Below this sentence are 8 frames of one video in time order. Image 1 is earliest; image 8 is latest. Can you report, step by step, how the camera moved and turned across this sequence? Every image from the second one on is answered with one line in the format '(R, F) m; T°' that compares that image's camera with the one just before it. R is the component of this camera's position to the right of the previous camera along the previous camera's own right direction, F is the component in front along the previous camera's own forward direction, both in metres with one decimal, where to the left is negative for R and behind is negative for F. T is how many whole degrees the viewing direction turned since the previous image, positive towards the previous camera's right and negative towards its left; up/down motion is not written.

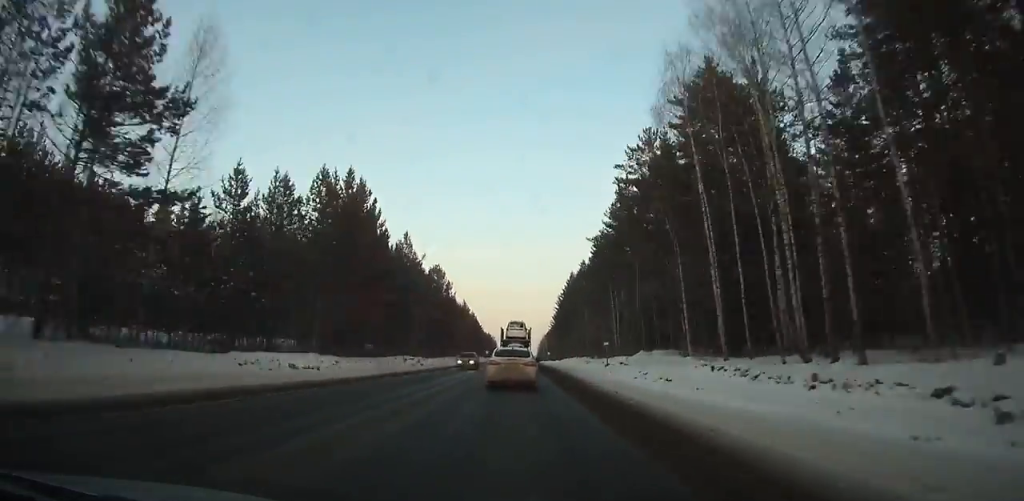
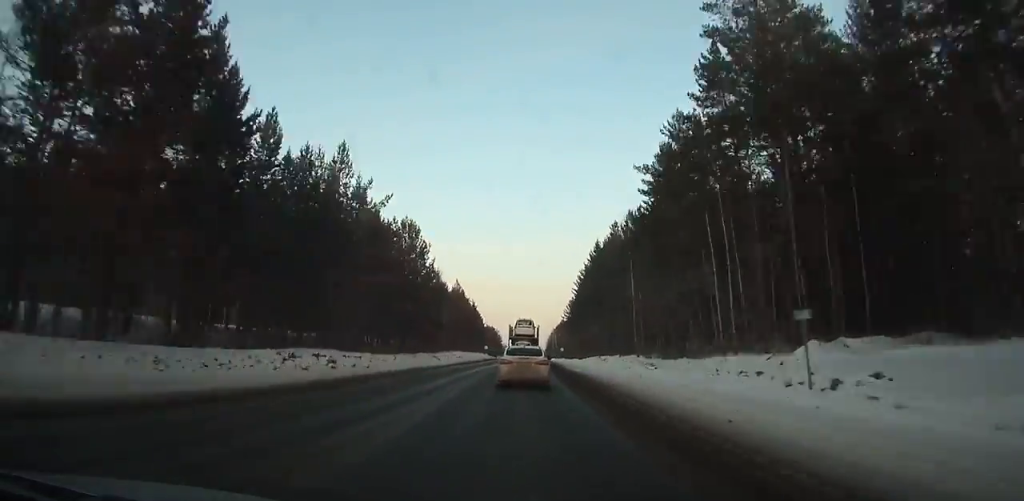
(0.0, +32.5) m; 0°
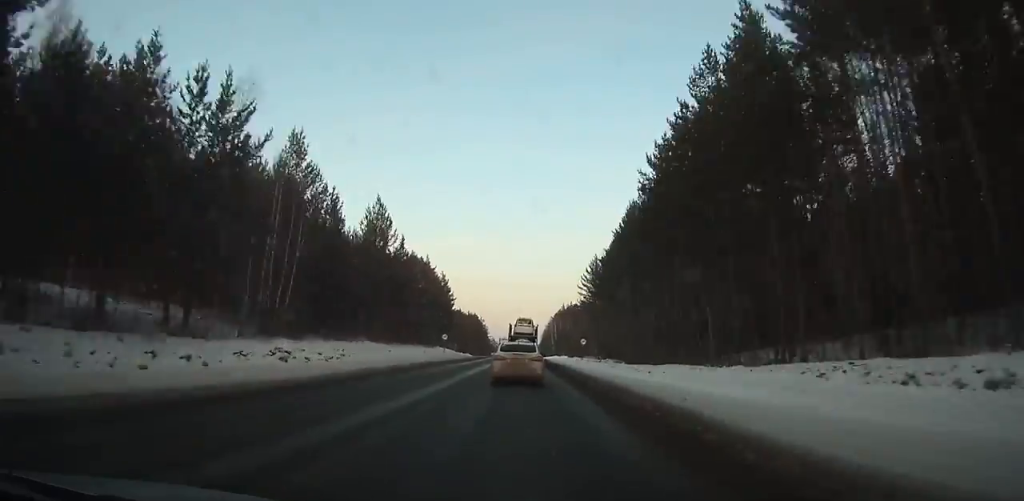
(+0.1, +63.9) m; 0°
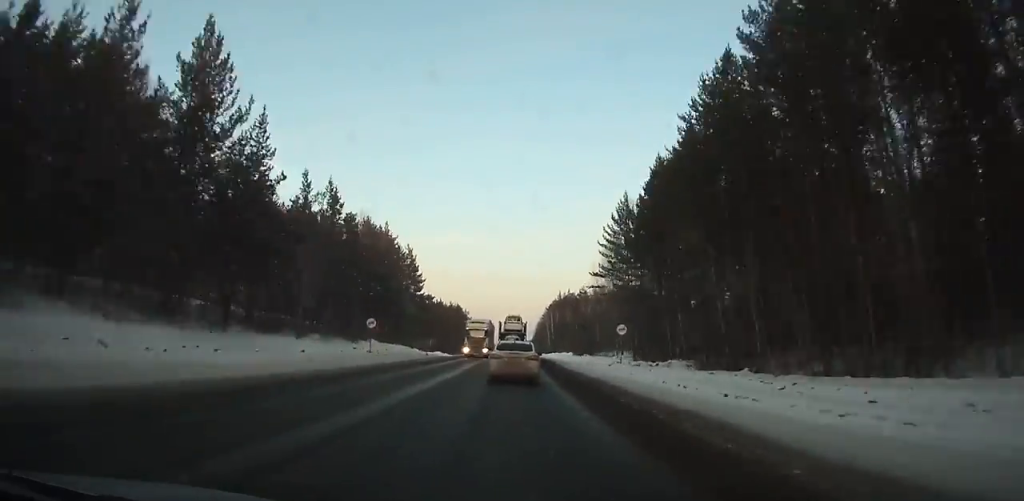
(0.0, +34.9) m; 0°
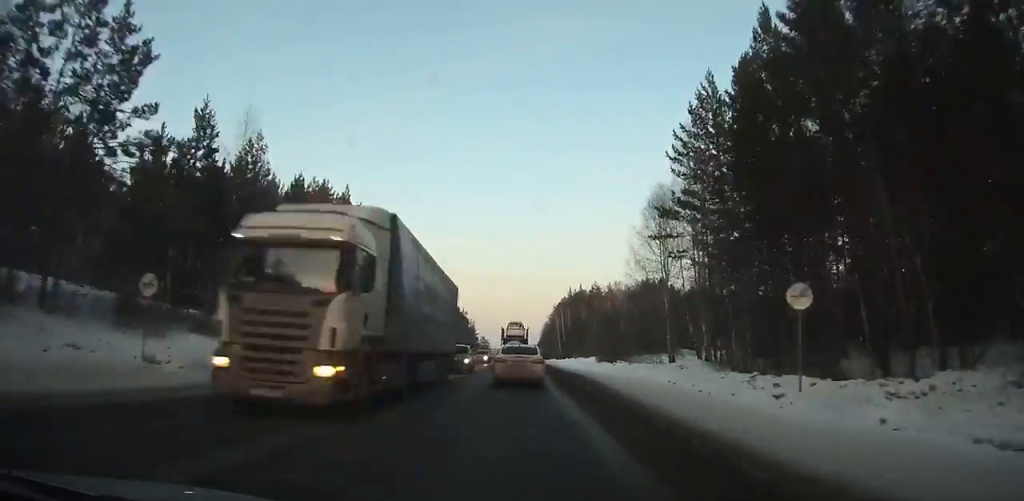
(+0.1, +27.2) m; 0°
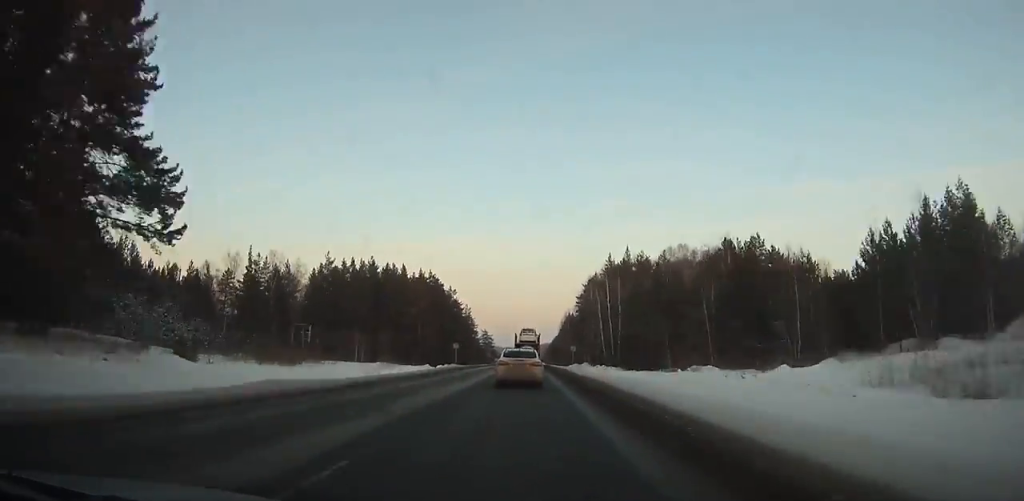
(-0.2, +66.3) m; 0°
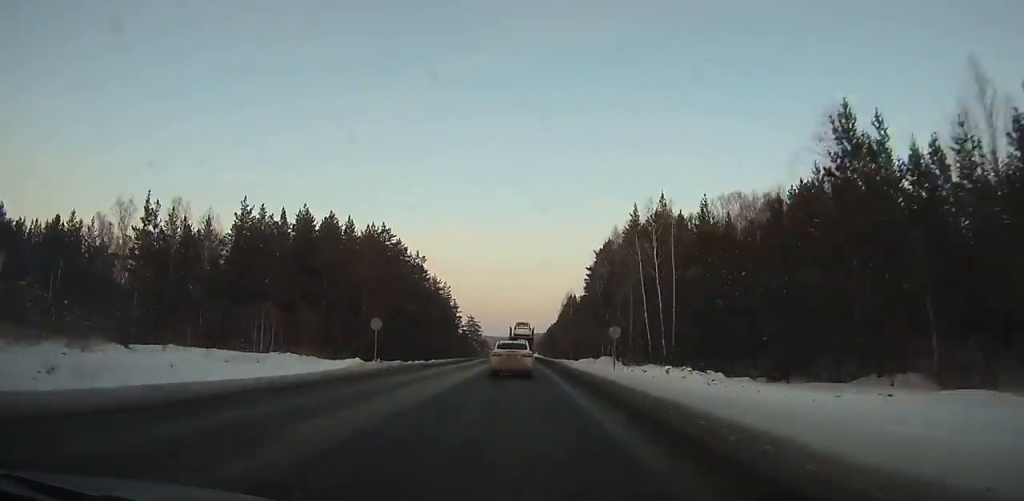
(0.0, +35.0) m; 0°
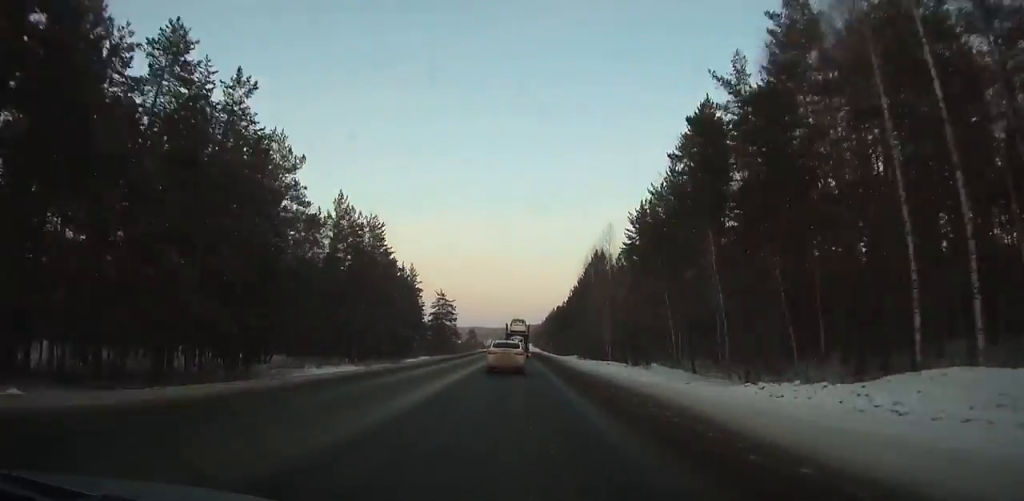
(+0.4, +63.7) m; 0°
